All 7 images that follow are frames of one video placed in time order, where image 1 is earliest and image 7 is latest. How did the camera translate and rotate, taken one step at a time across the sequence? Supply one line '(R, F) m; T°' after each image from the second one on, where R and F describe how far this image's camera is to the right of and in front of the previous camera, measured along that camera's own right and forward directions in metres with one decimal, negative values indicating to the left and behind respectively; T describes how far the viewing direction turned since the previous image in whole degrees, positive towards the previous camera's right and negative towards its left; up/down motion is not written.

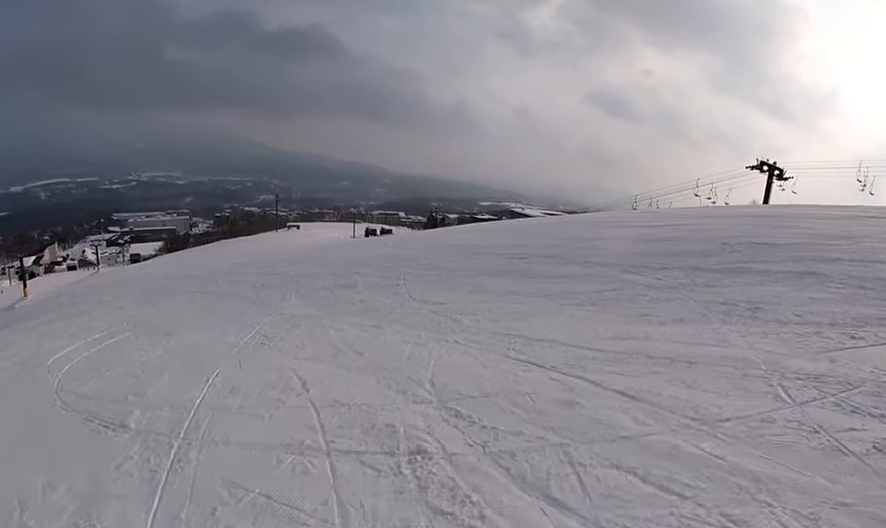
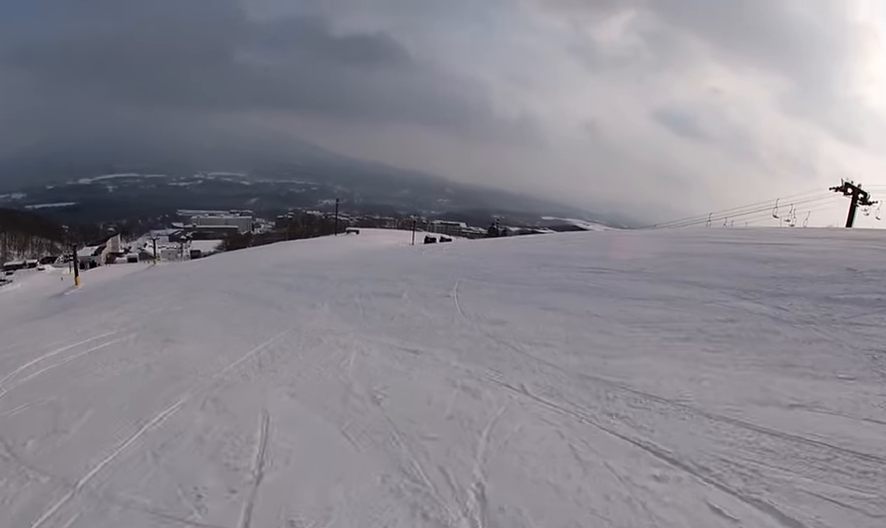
(0.0, +3.4) m; -5°
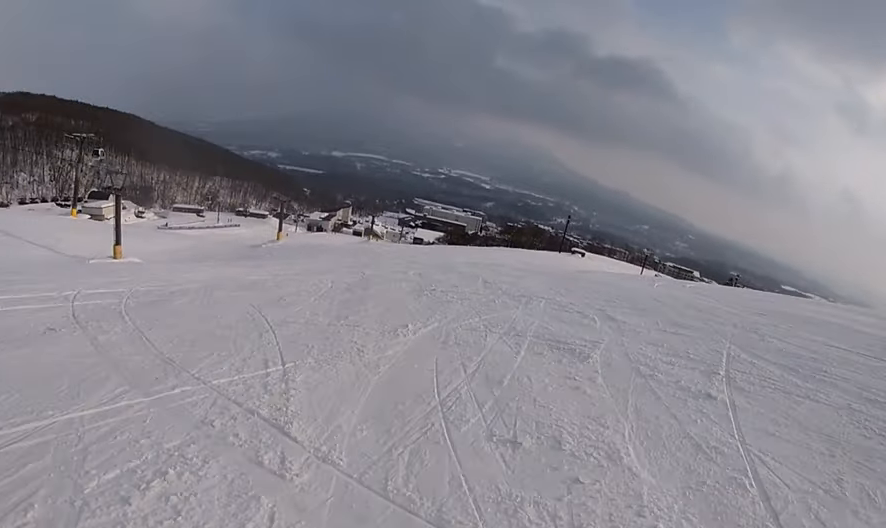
(-1.4, +9.7) m; -19°
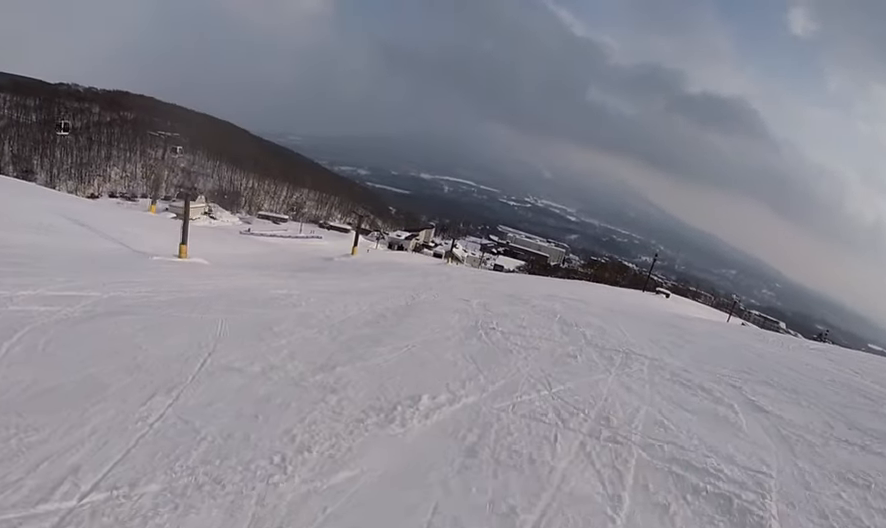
(-0.3, +3.8) m; -9°
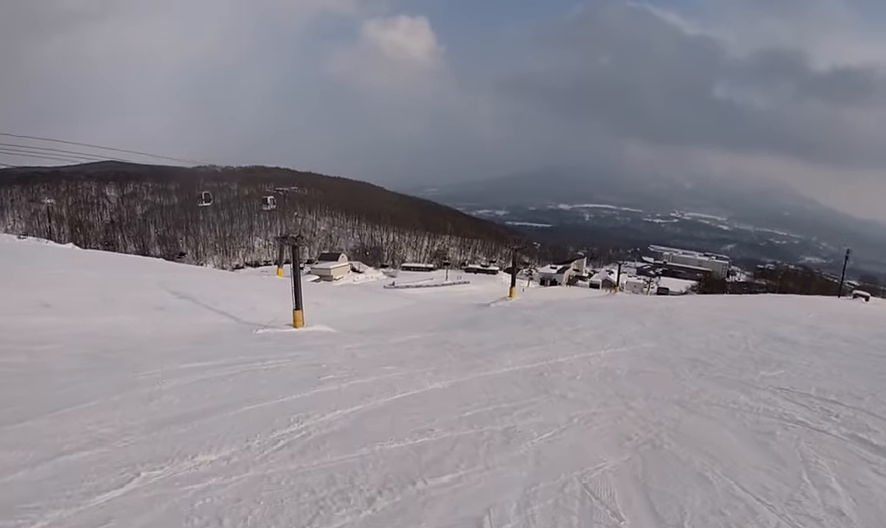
(-5.5, +15.0) m; -39°
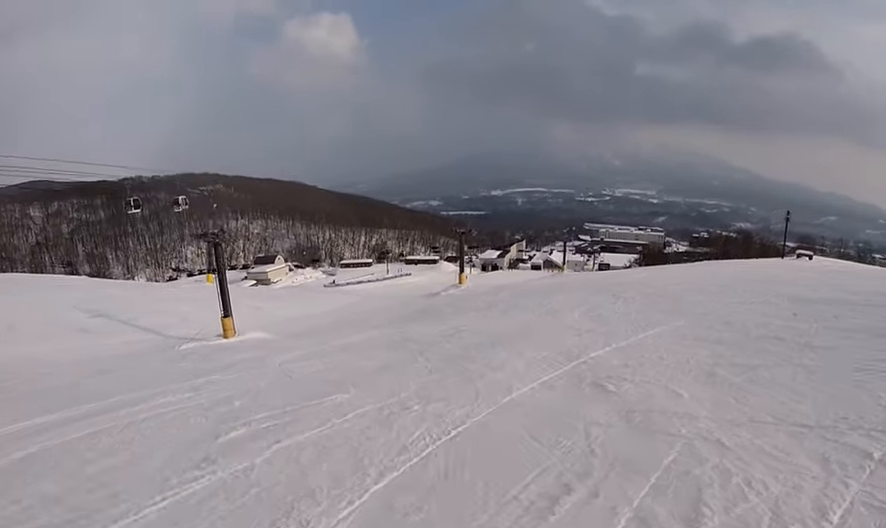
(-0.8, +5.4) m; +5°
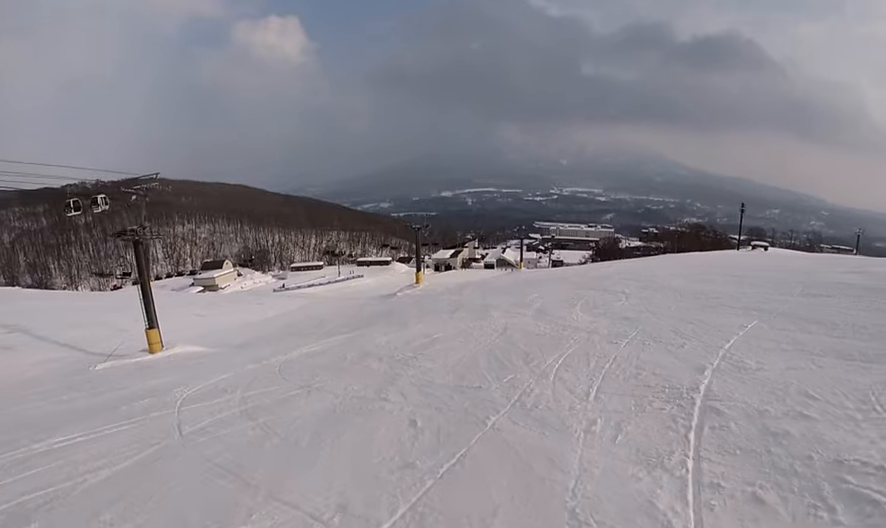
(-0.4, +5.0) m; +5°
